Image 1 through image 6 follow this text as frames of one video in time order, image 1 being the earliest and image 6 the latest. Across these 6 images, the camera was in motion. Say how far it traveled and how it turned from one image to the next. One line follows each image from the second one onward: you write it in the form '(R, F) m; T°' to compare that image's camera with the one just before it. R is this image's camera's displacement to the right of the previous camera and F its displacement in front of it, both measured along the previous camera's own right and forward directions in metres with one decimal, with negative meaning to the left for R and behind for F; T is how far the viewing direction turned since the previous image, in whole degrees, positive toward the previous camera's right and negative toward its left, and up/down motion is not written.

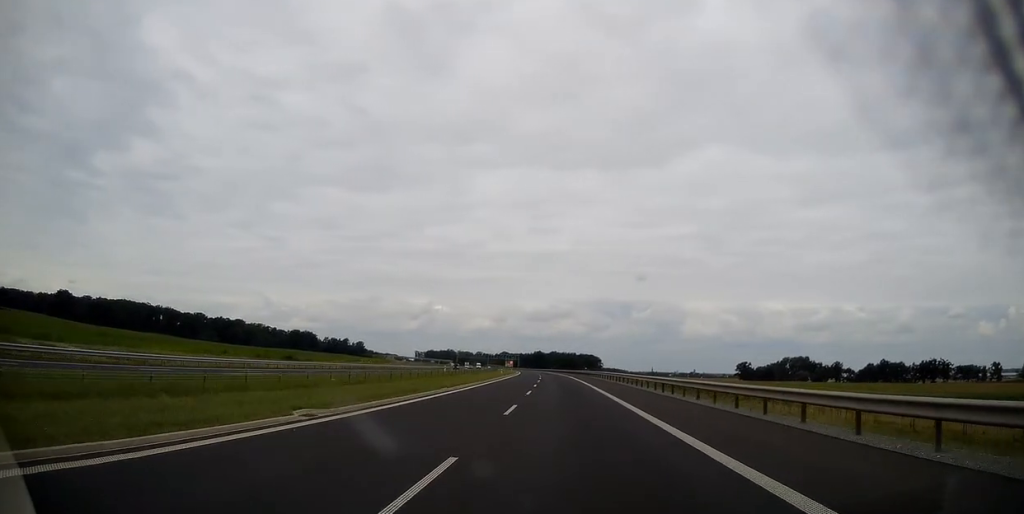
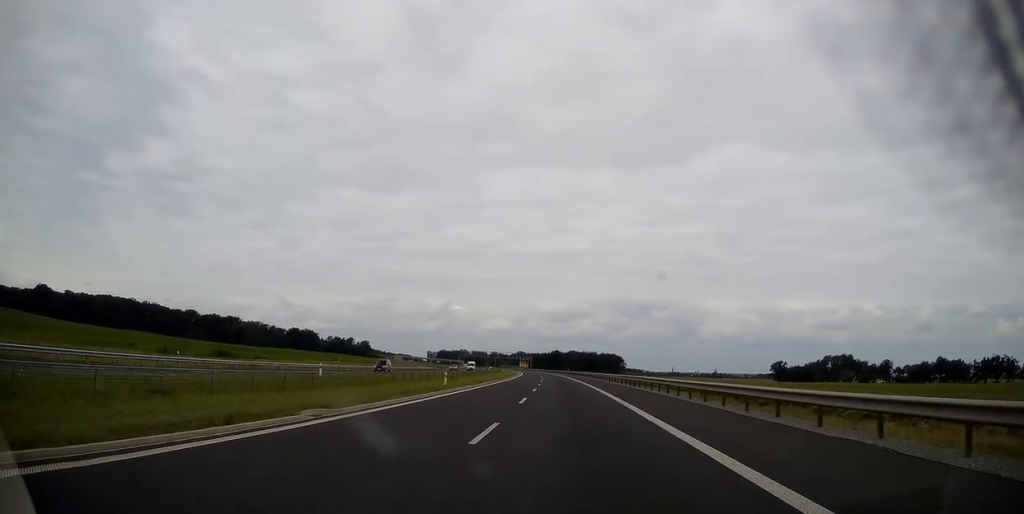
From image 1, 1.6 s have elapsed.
(-0.6, +54.4) m; -1°
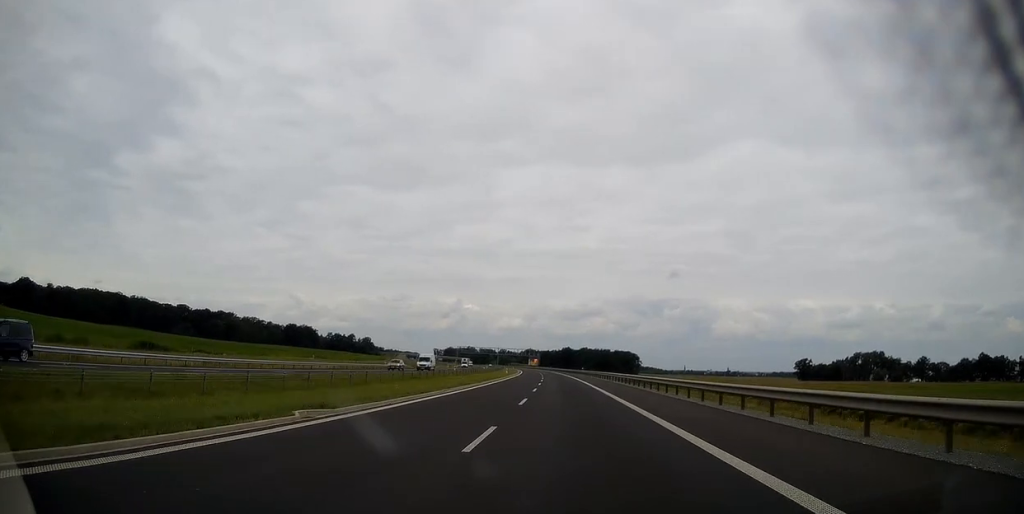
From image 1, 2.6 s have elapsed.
(-0.3, +37.1) m; -1°
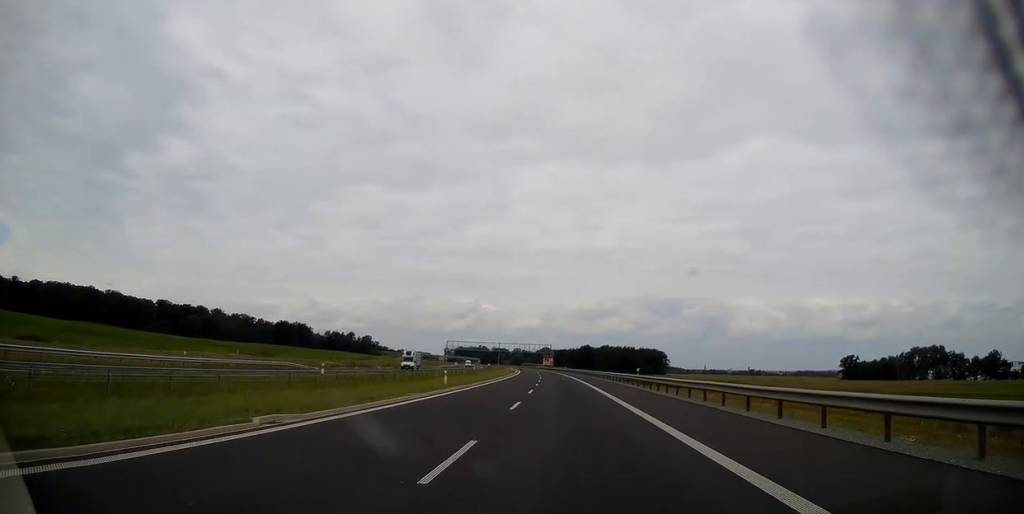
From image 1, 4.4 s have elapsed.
(-1.1, +62.5) m; -2°
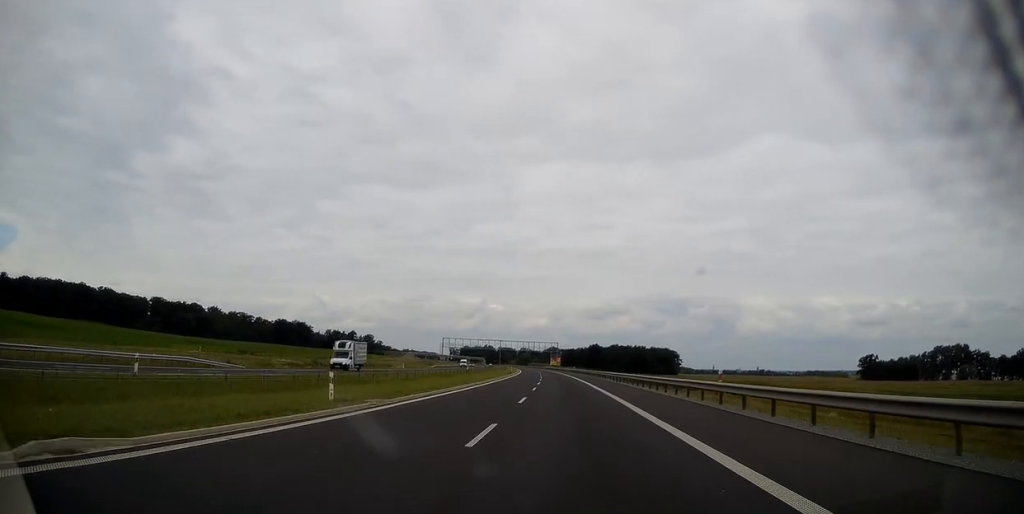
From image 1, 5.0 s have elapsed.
(-0.2, +20.8) m; 0°
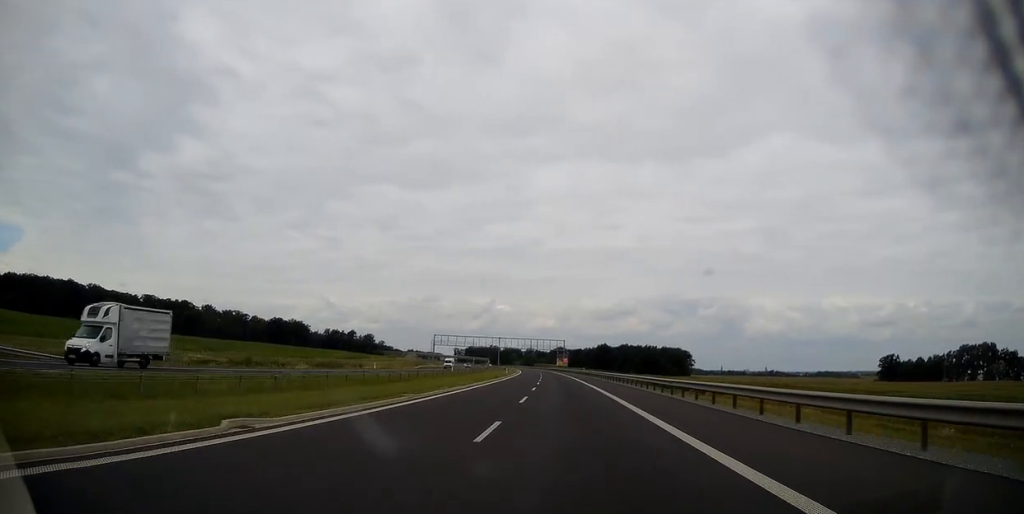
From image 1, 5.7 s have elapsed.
(-0.1, +22.1) m; -1°
